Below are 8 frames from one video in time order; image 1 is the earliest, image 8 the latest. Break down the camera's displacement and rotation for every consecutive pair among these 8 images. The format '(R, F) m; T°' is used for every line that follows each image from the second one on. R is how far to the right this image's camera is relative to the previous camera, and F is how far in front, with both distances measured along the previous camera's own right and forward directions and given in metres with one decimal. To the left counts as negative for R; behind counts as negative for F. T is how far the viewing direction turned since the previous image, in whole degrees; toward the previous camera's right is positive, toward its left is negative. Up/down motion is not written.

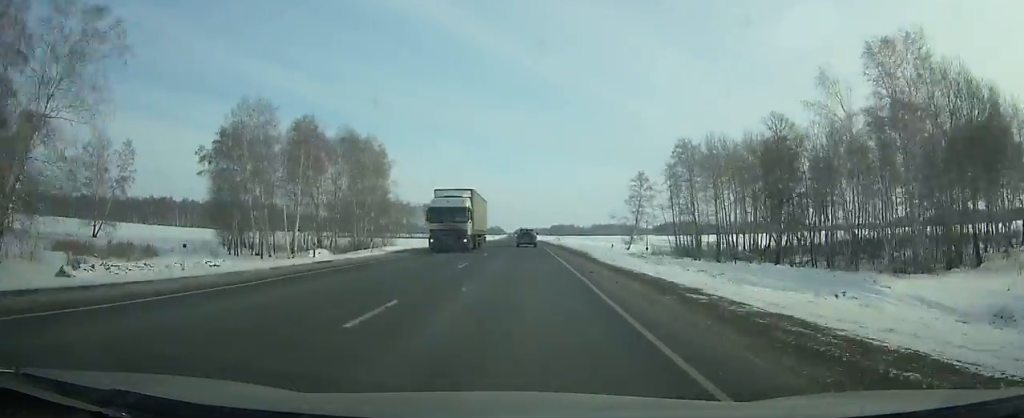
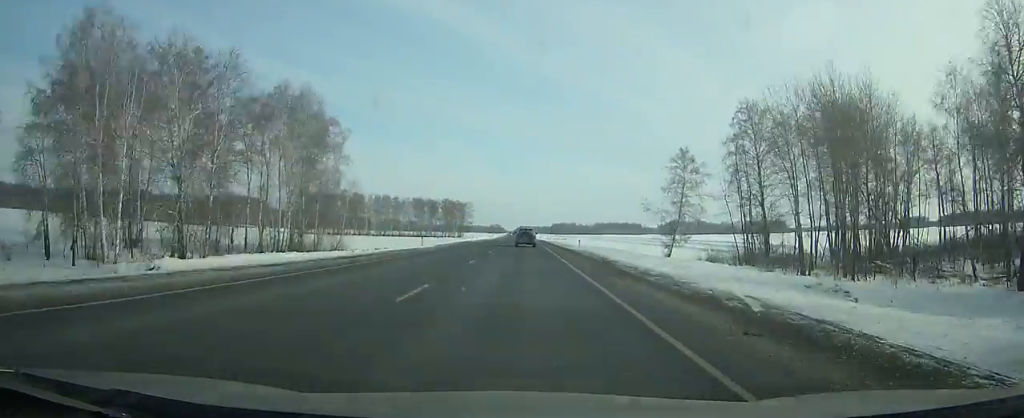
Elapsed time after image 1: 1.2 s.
(-0.1, +33.3) m; 0°
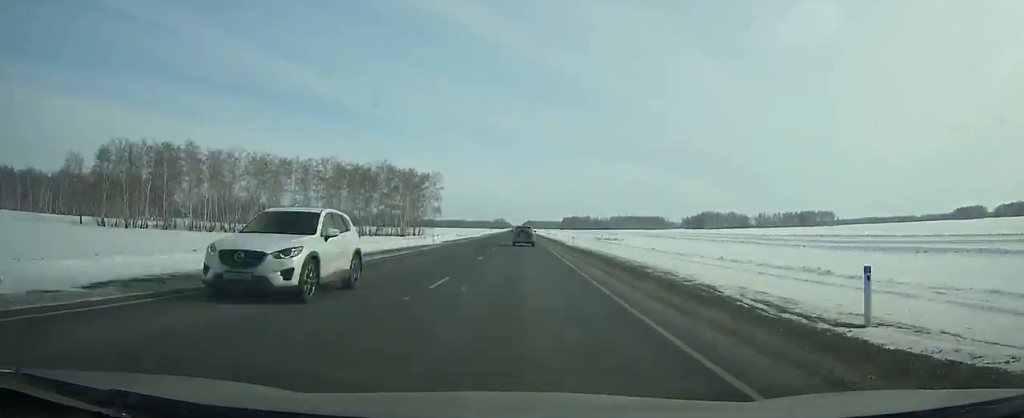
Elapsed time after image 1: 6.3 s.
(-0.8, +140.0) m; -1°
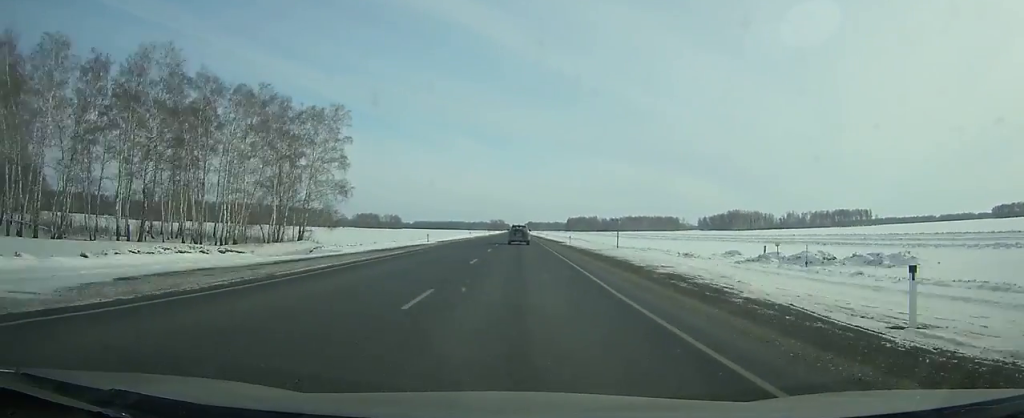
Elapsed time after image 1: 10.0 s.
(-0.3, +99.5) m; 0°
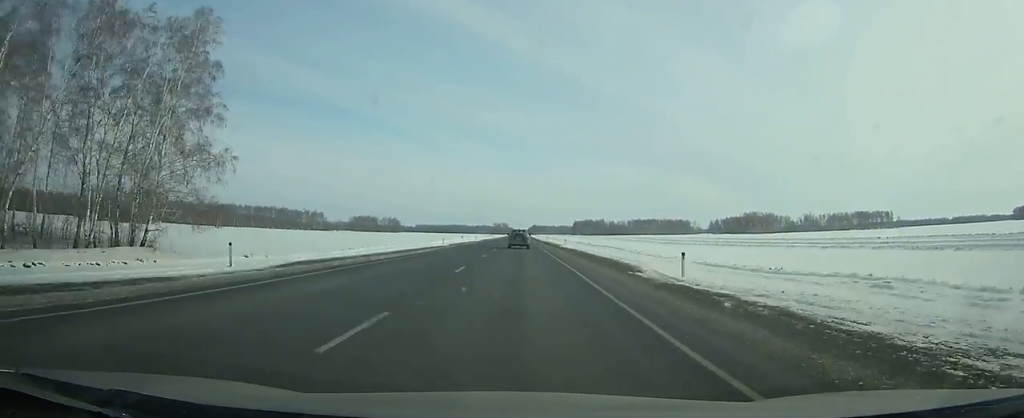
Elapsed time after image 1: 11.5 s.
(0.0, +39.7) m; 0°
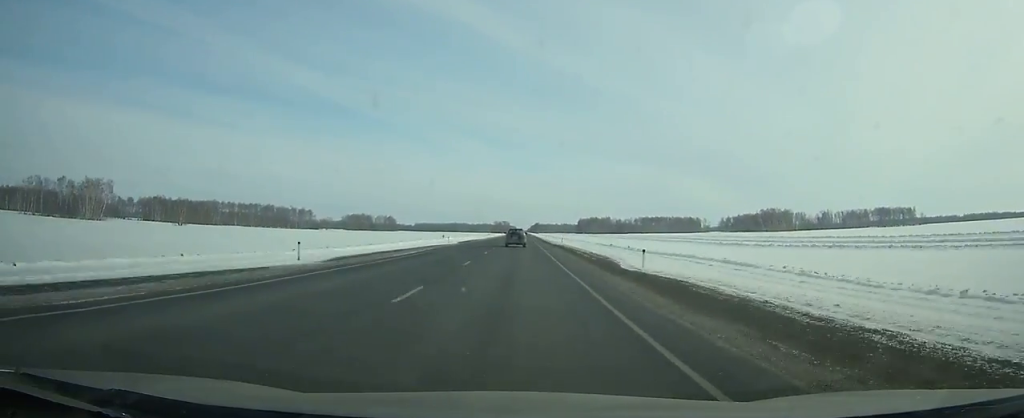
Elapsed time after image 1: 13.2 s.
(0.0, +45.0) m; 0°
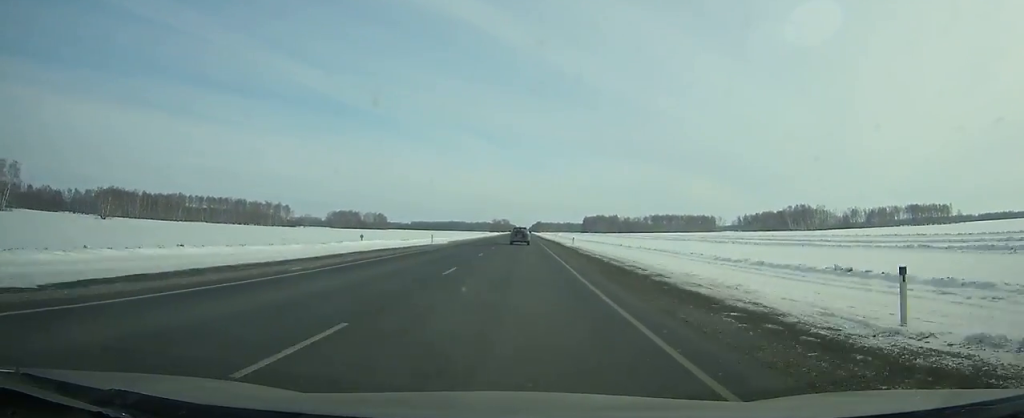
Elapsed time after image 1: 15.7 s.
(-0.2, +66.1) m; 0°
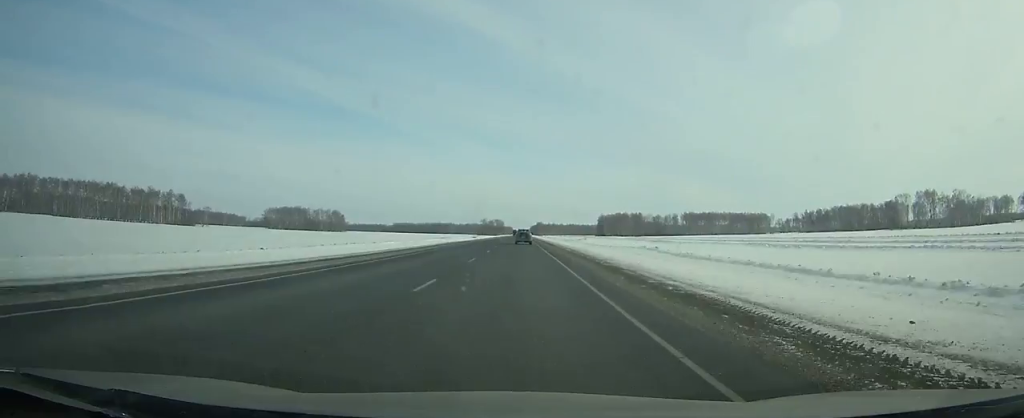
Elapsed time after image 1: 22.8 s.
(-0.2, +191.4) m; 0°
